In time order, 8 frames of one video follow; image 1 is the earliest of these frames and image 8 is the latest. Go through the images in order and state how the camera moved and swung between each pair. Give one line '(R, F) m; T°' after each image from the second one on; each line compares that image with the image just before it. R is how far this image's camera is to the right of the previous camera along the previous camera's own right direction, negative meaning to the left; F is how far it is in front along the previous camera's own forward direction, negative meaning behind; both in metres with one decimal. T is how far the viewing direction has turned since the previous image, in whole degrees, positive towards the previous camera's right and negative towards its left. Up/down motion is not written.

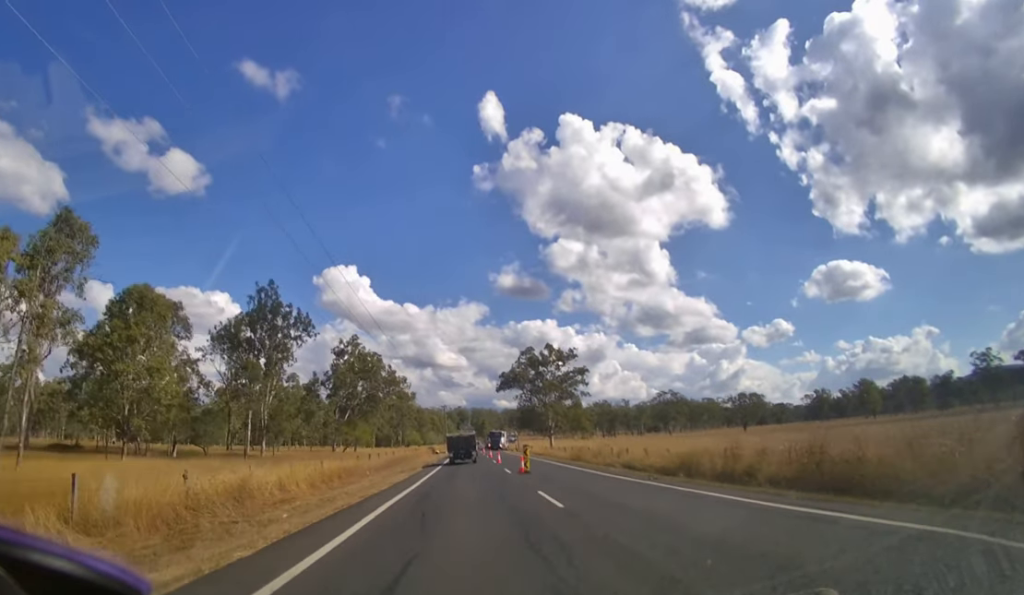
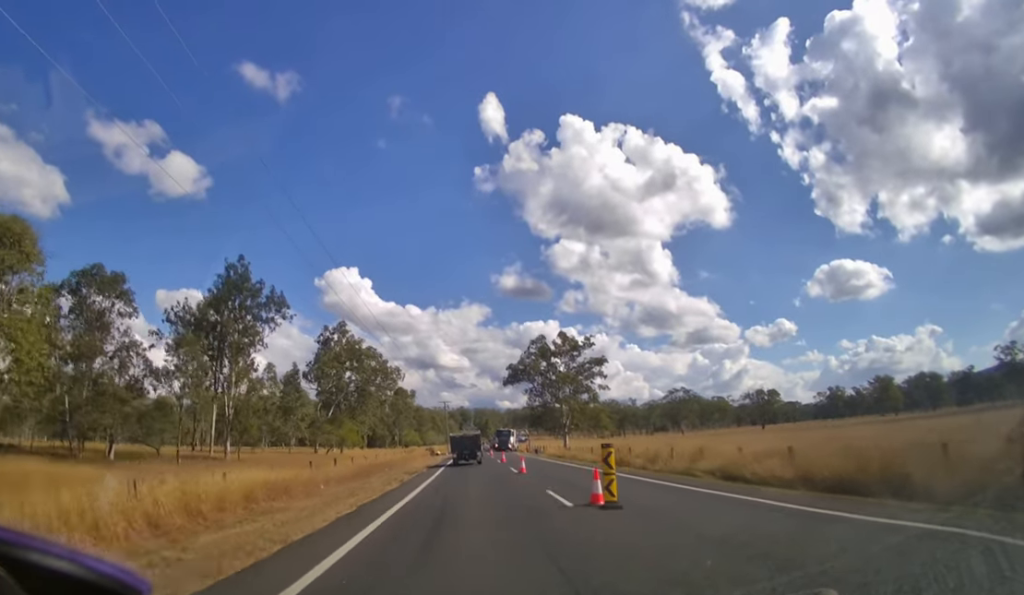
(0.0, +14.0) m; 0°
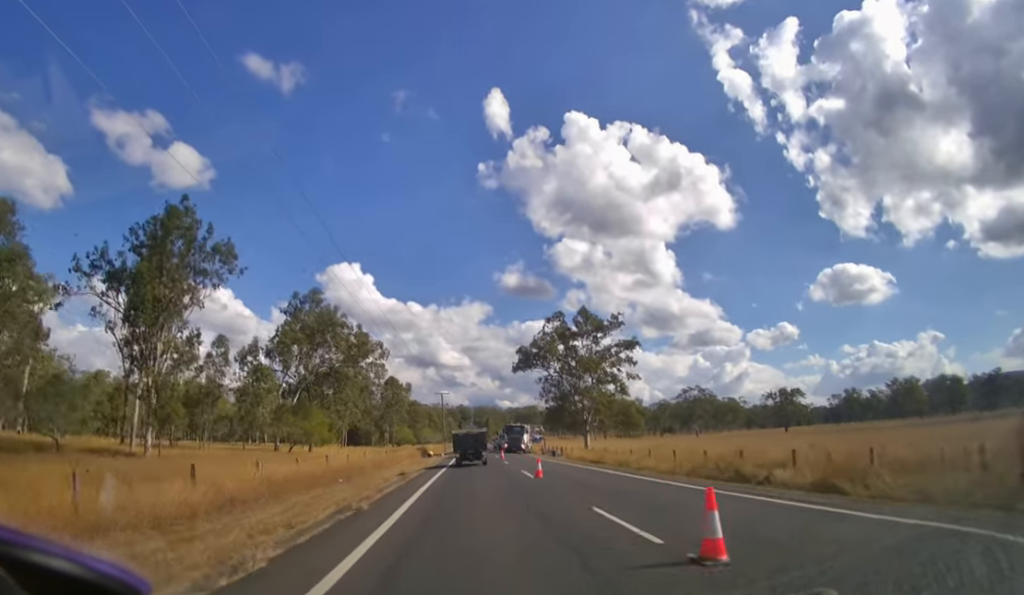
(0.0, +16.7) m; 0°
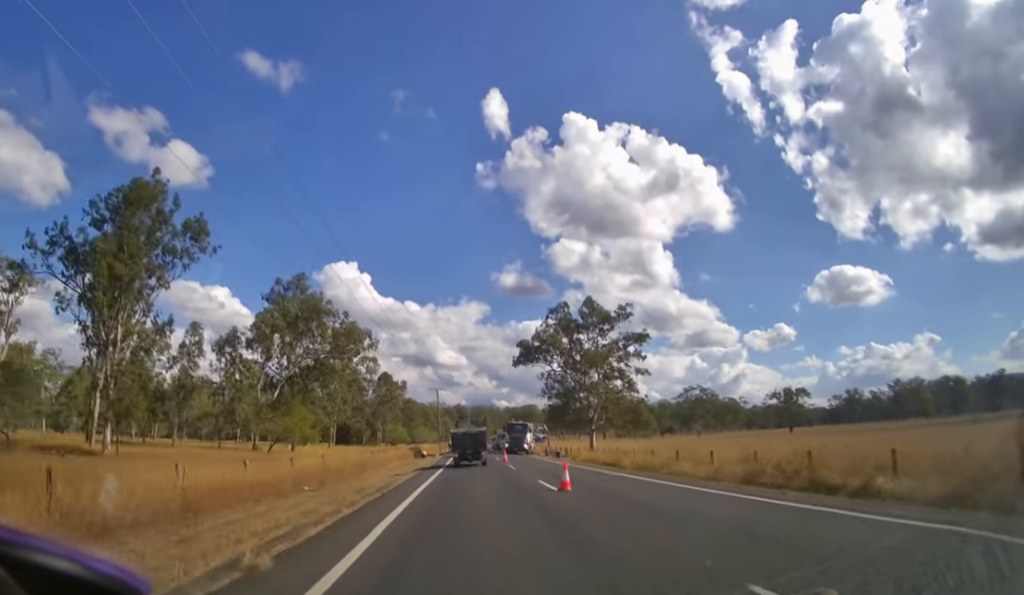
(0.0, +5.4) m; 0°
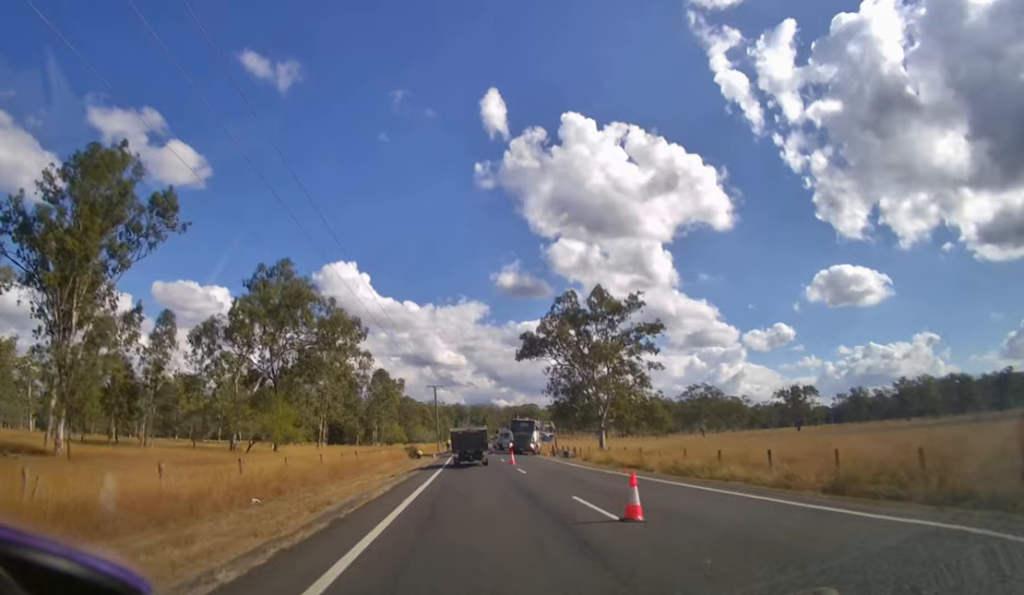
(0.0, +4.9) m; 0°
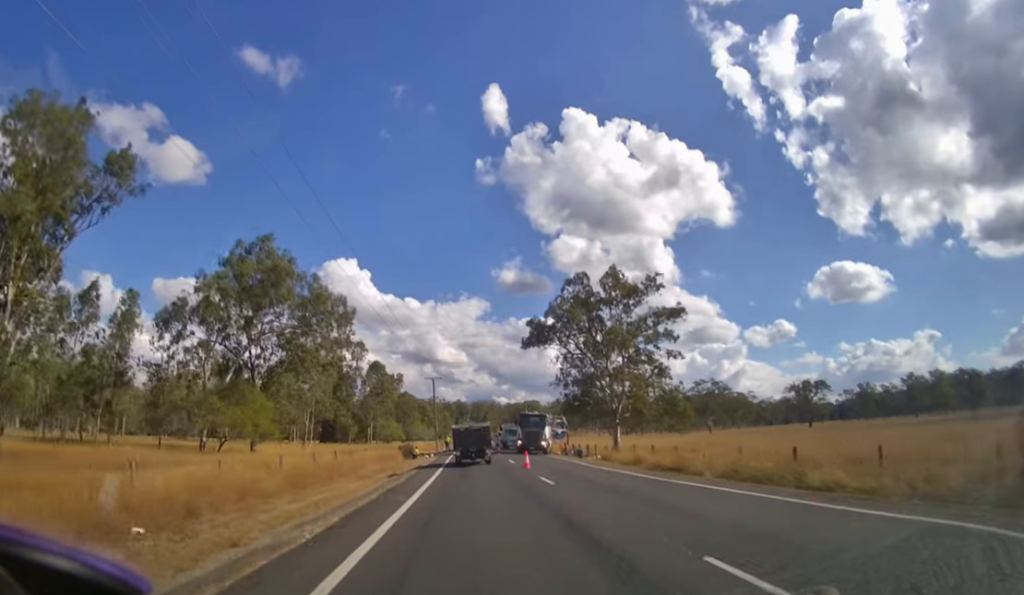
(0.0, +6.1) m; 0°
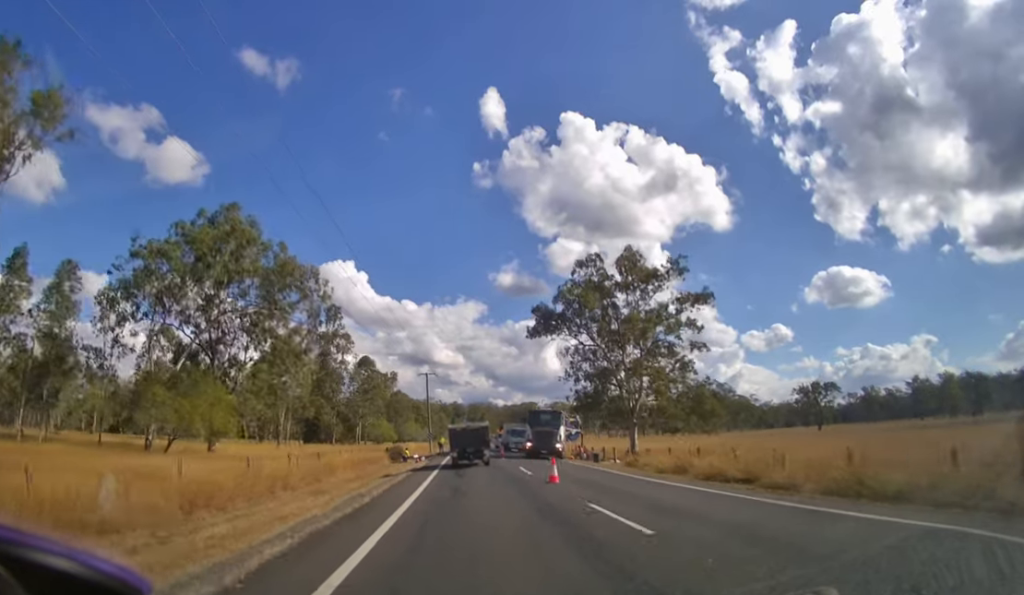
(0.0, +6.6) m; 0°
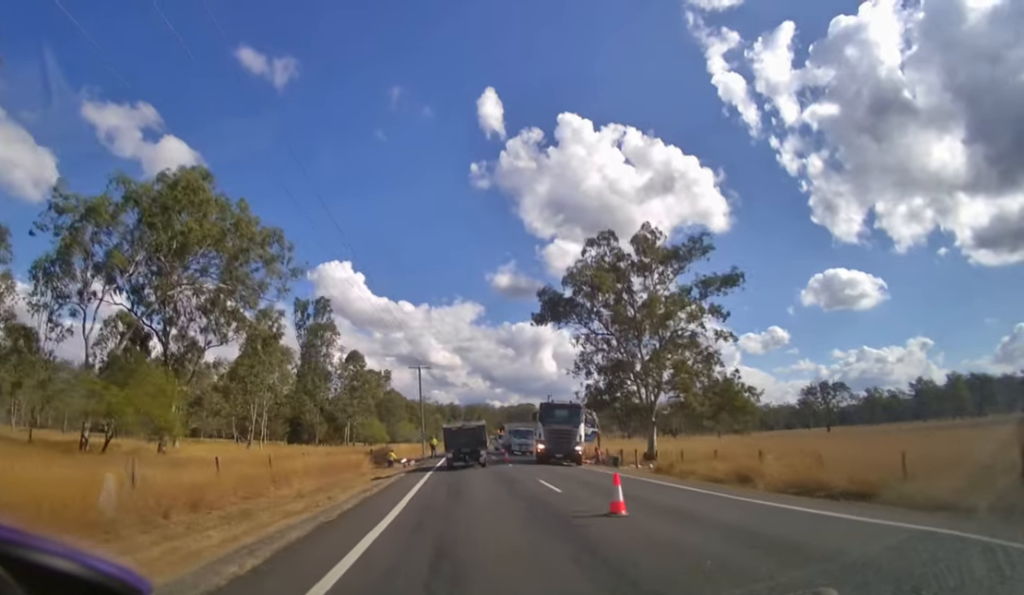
(0.0, +5.7) m; 0°
